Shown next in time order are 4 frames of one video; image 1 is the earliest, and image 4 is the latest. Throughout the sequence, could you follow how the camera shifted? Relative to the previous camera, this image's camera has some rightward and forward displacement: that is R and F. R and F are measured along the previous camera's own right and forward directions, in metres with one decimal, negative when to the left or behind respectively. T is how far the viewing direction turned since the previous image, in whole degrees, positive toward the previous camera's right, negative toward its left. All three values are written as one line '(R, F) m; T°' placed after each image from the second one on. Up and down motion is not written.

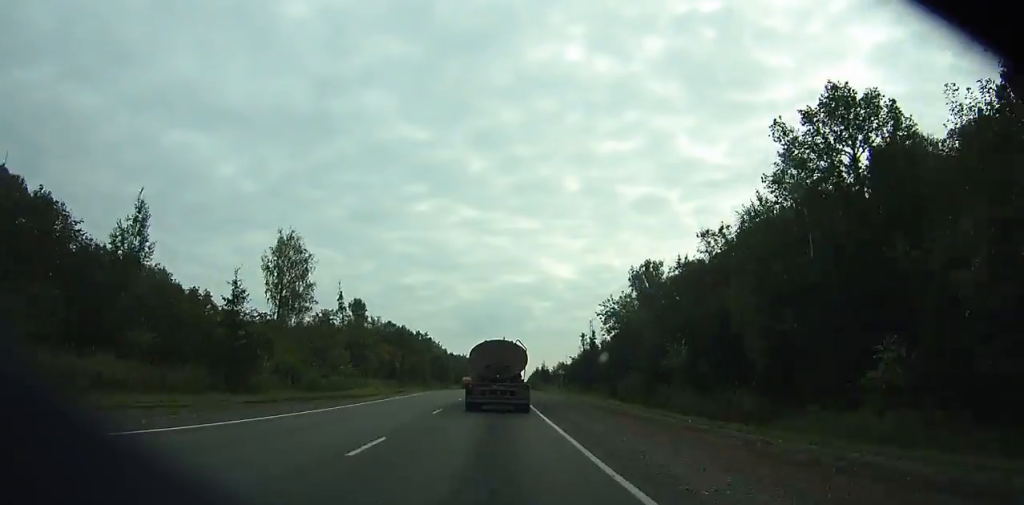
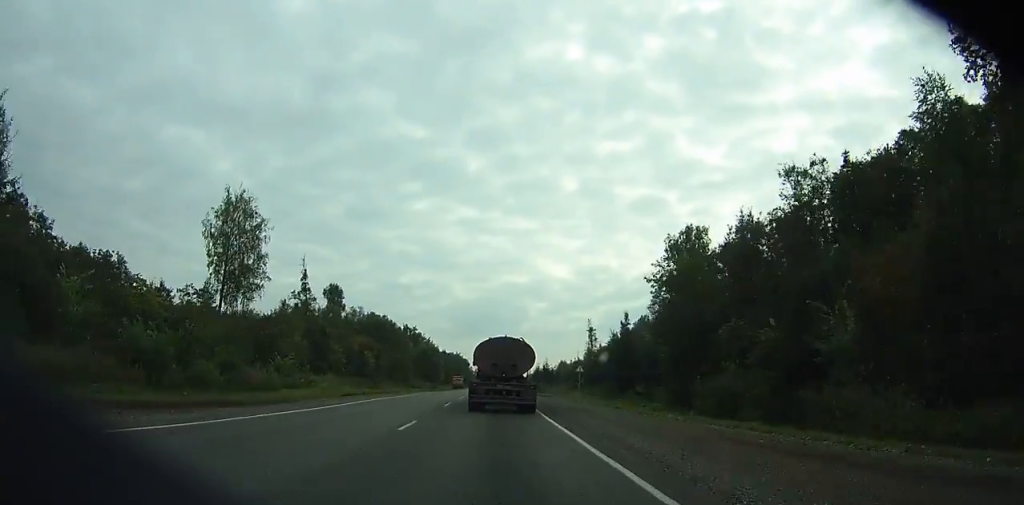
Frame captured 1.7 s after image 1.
(-0.1, +20.3) m; 0°
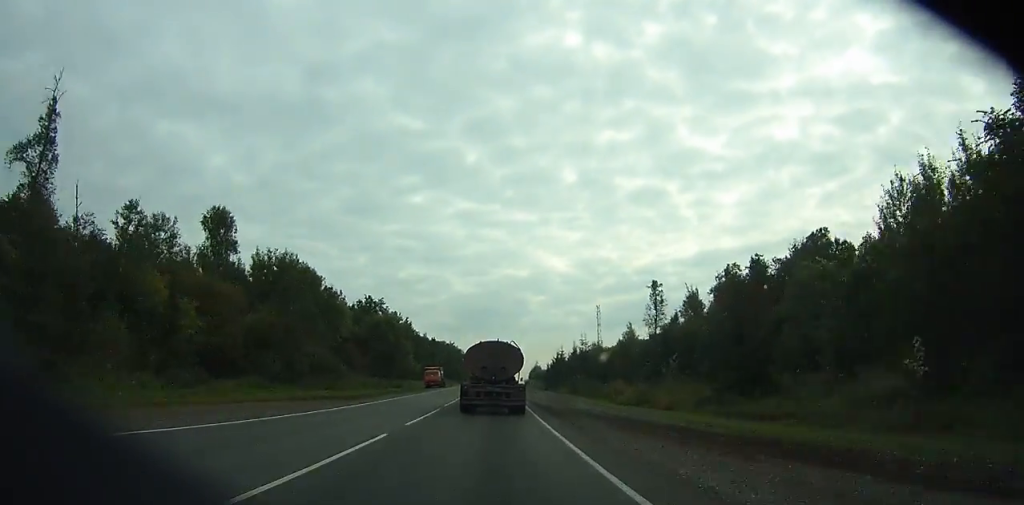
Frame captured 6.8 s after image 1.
(+0.3, +59.0) m; +1°
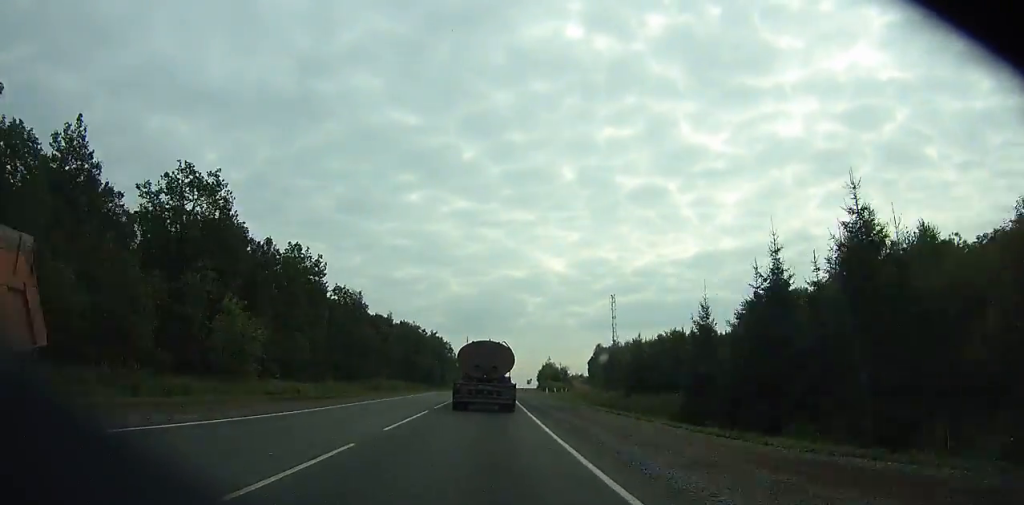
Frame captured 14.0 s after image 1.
(+0.8, +84.4) m; +1°
